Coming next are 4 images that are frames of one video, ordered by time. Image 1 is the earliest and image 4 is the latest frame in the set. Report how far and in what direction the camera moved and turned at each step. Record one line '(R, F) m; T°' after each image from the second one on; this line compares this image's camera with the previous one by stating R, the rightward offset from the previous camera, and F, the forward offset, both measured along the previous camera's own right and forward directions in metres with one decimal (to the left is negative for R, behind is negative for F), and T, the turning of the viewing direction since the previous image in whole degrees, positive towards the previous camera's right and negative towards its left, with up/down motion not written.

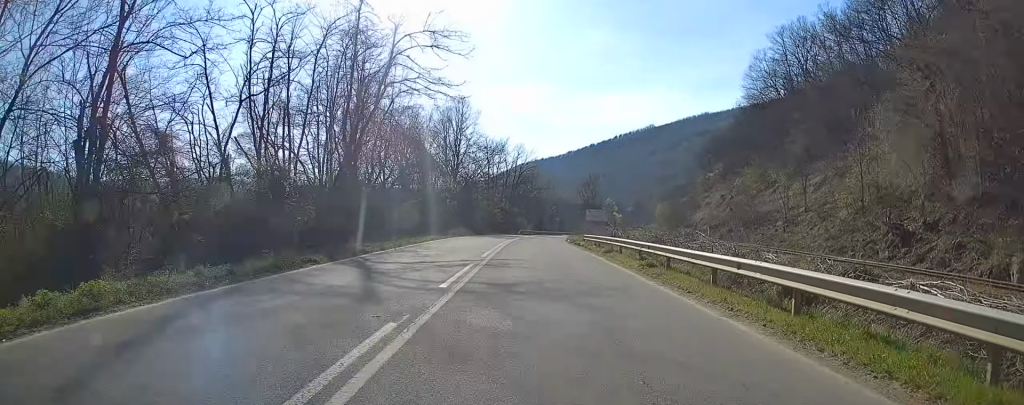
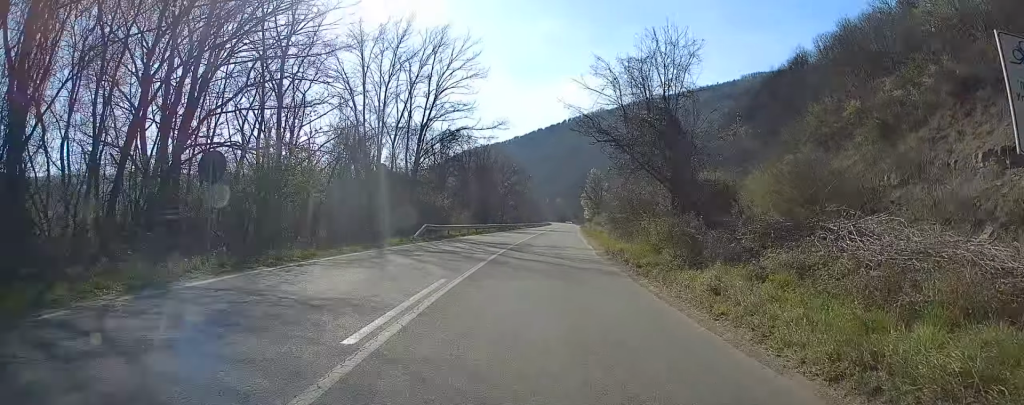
(+0.7, +59.6) m; +2°
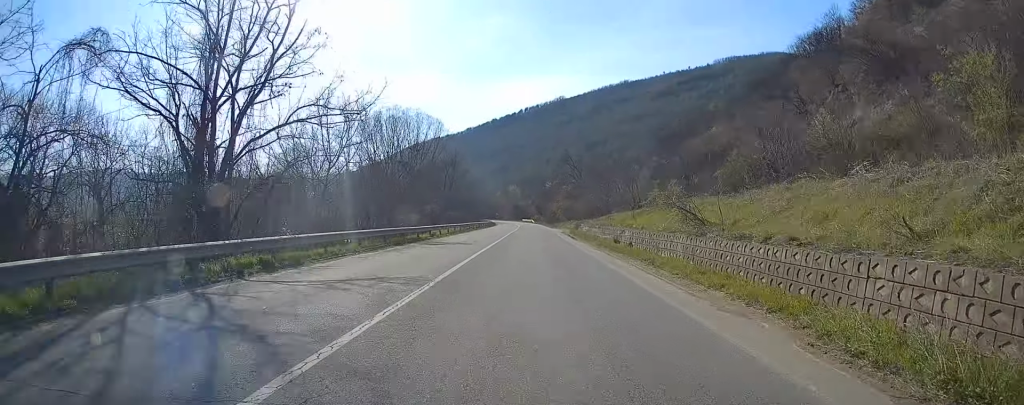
(+7.6, +102.1) m; +6°
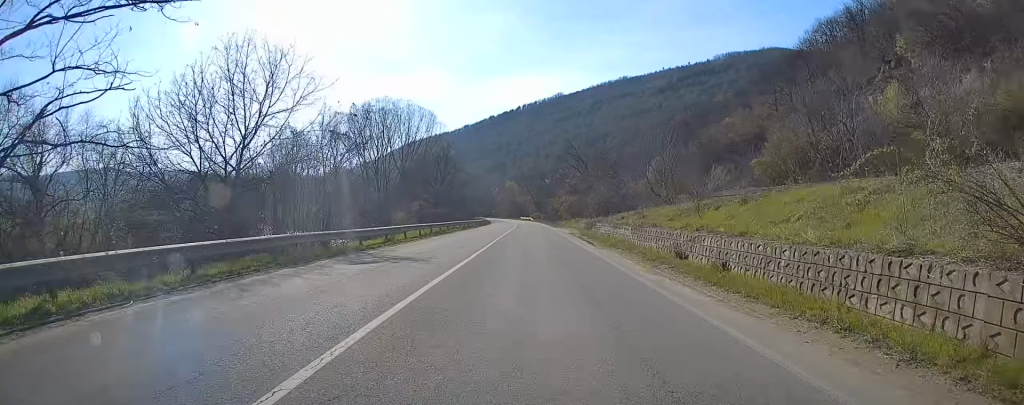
(-0.1, +12.1) m; 0°
